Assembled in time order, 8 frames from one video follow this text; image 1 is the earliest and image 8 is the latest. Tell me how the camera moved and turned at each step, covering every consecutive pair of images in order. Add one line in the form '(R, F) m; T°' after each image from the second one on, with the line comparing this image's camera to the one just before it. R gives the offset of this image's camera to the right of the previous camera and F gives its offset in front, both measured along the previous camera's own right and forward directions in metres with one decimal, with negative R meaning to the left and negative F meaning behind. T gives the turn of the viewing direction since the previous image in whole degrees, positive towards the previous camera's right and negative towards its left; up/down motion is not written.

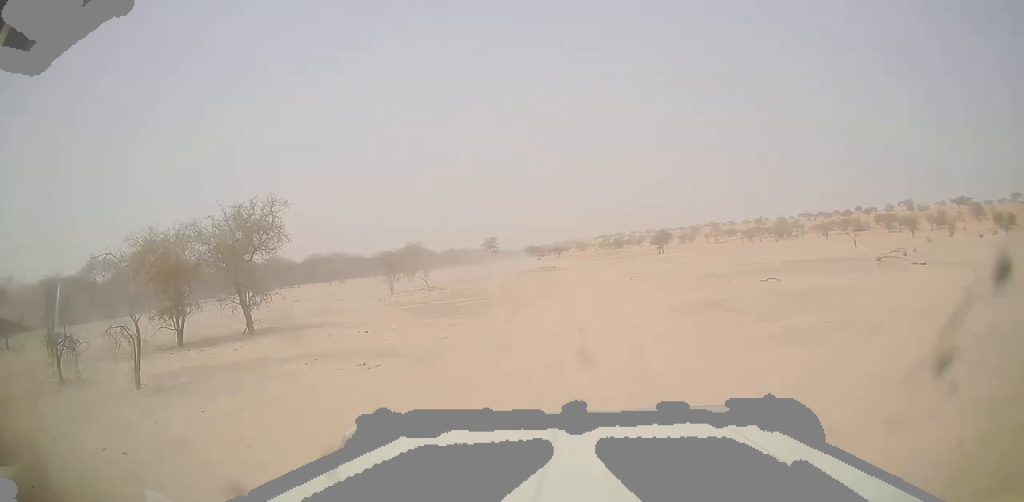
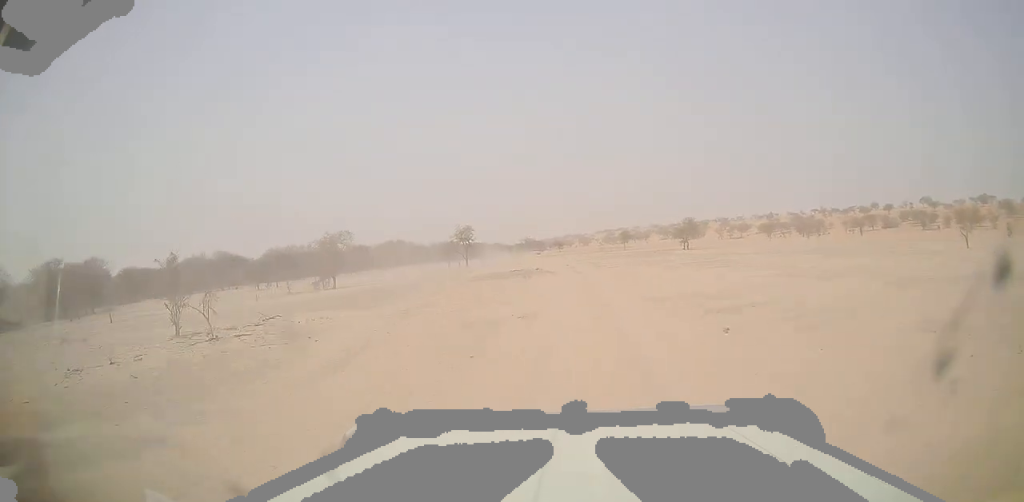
(-0.1, +22.3) m; -1°
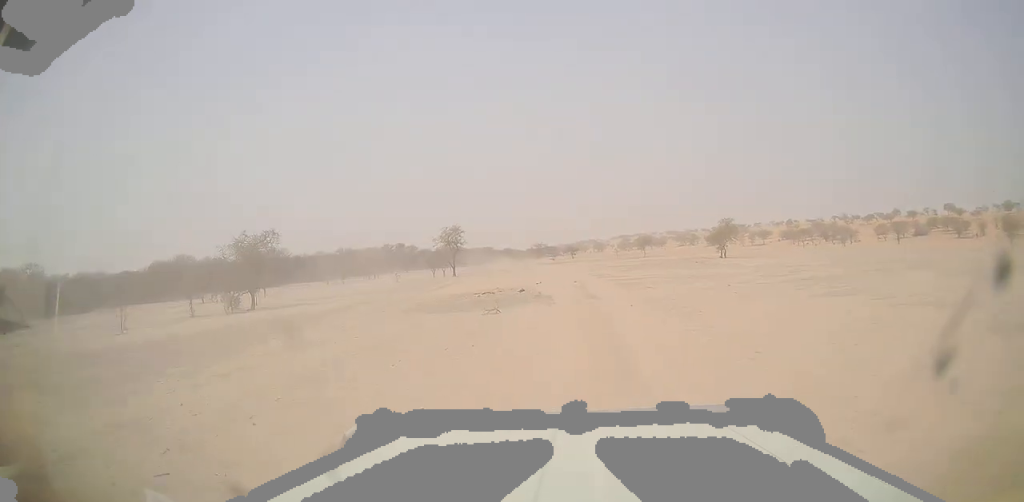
(-0.1, +13.4) m; -1°
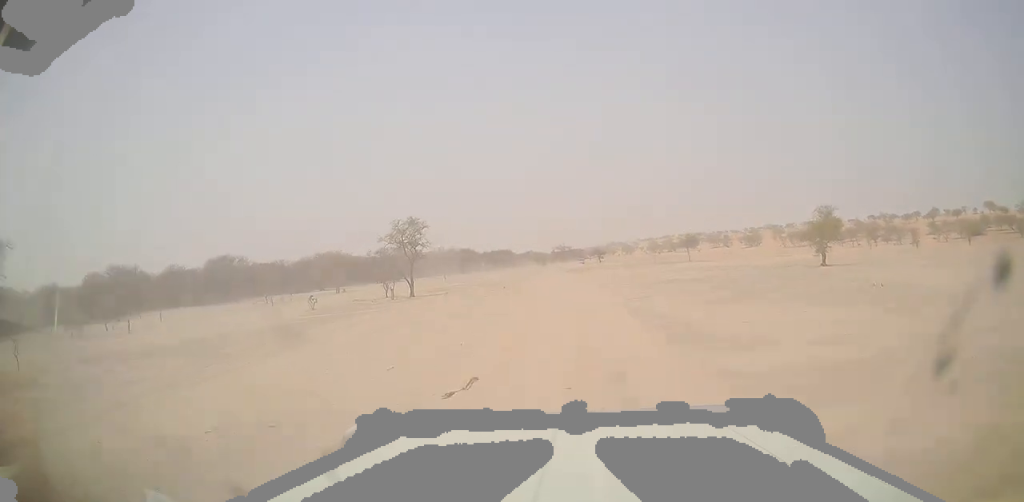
(-0.5, +21.7) m; -3°
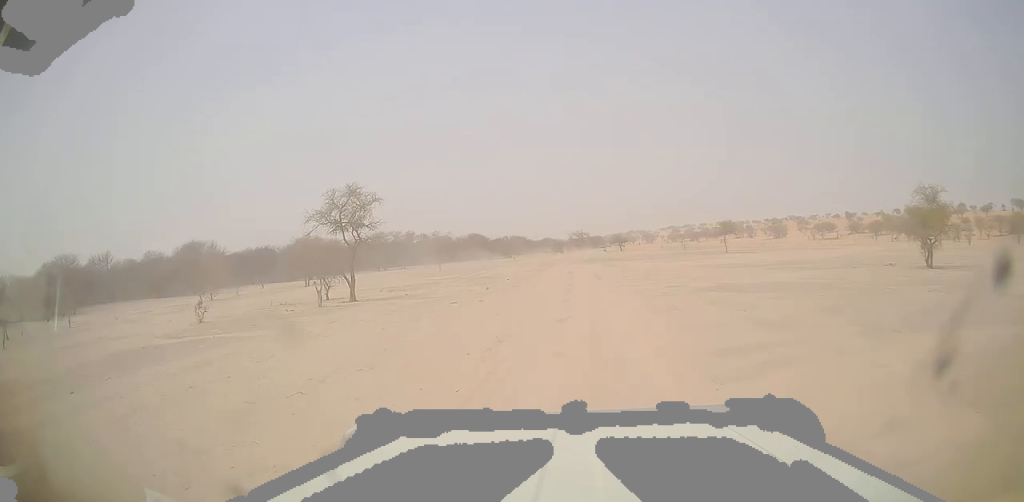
(0.0, +11.9) m; -2°
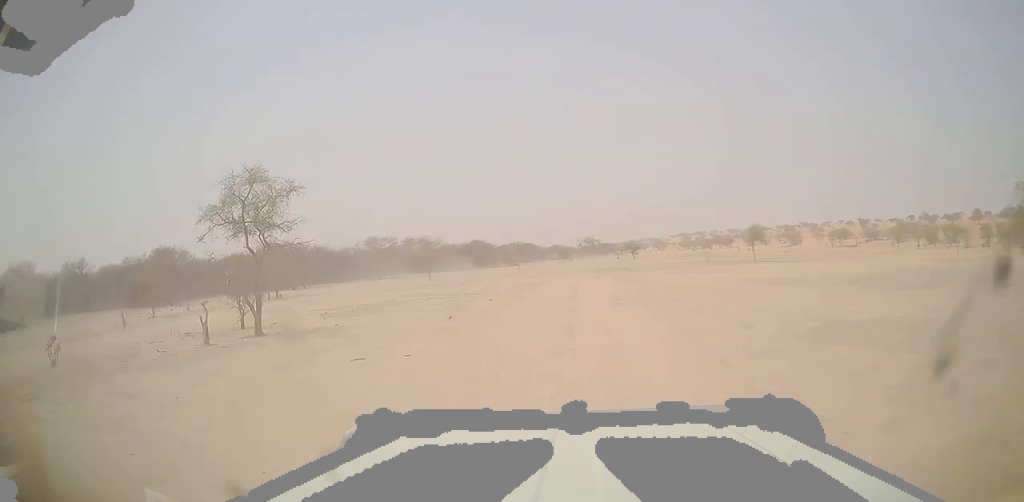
(-0.2, +9.4) m; -1°
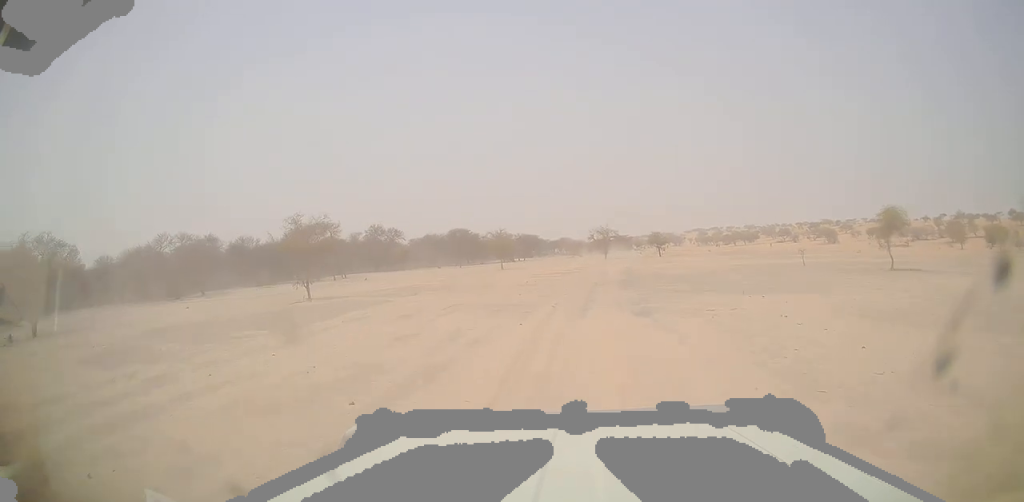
(-0.5, +29.9) m; -1°
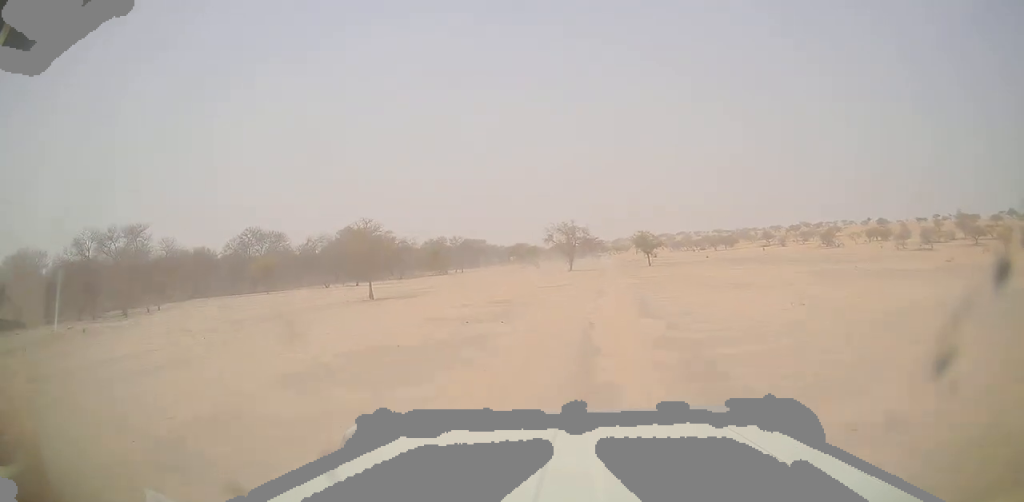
(-0.1, +35.0) m; 0°
